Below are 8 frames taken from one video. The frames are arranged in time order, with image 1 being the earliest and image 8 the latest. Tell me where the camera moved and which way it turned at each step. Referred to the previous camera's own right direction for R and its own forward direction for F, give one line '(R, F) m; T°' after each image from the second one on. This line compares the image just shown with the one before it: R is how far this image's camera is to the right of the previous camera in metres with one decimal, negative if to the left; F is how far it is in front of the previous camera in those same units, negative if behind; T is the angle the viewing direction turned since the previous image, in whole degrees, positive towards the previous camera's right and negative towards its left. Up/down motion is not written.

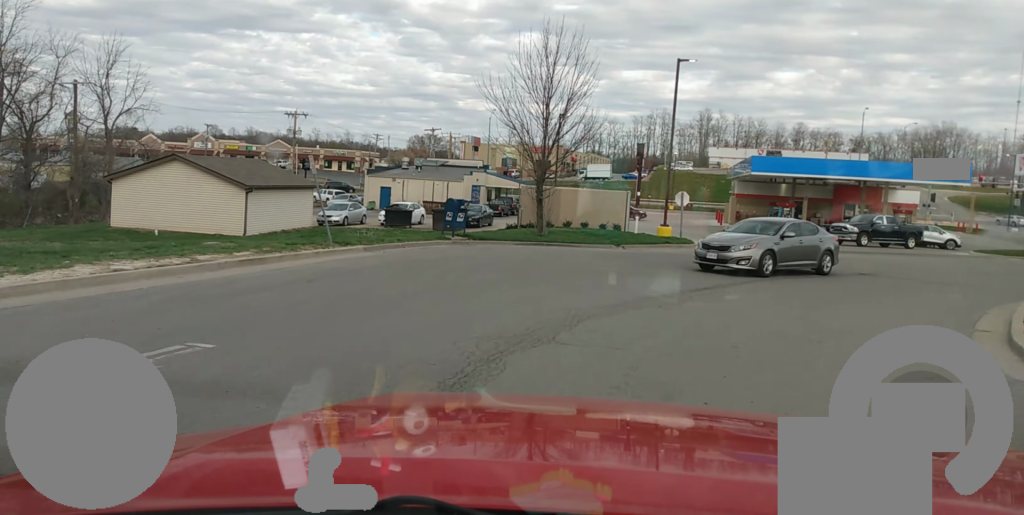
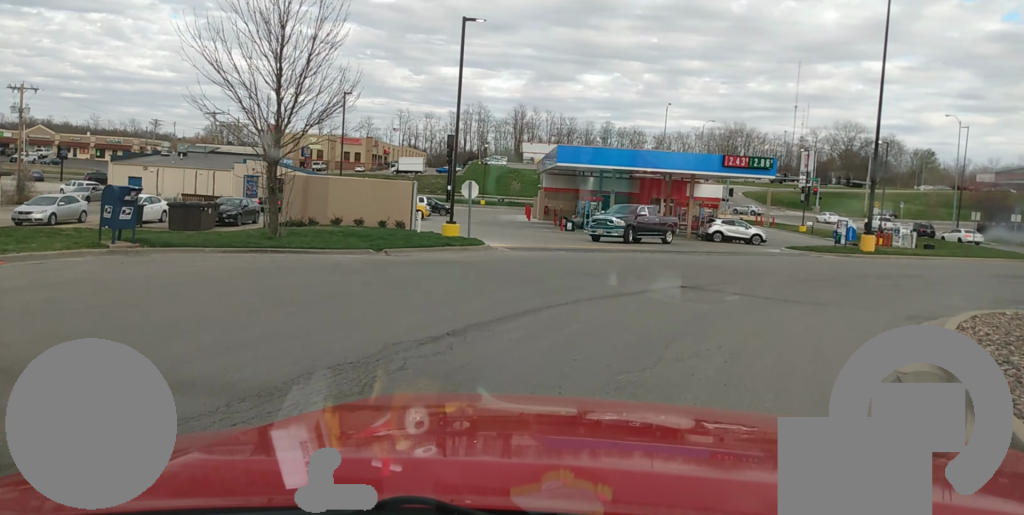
(+1.9, +6.9) m; +24°
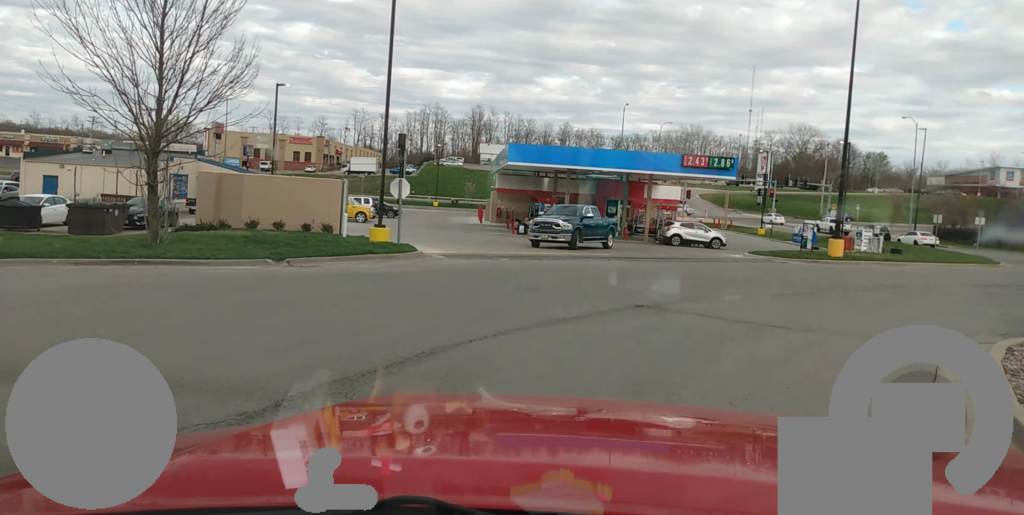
(+0.3, +3.4) m; +4°
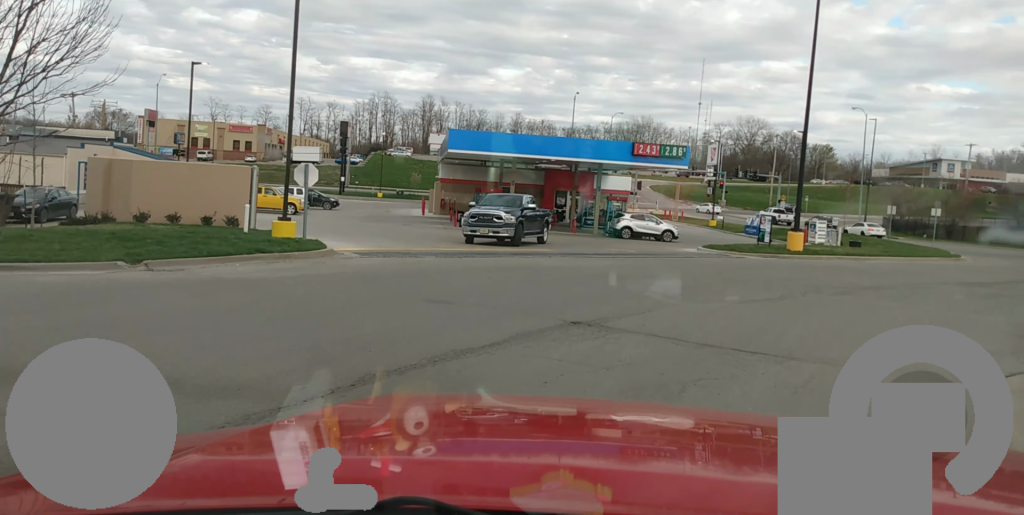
(-0.2, +3.3) m; +1°
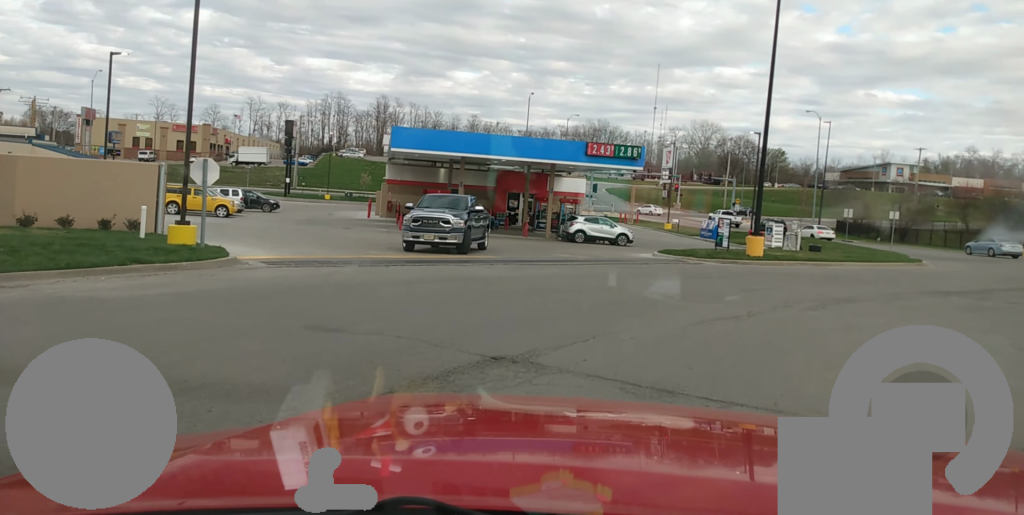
(0.0, +2.3) m; +2°
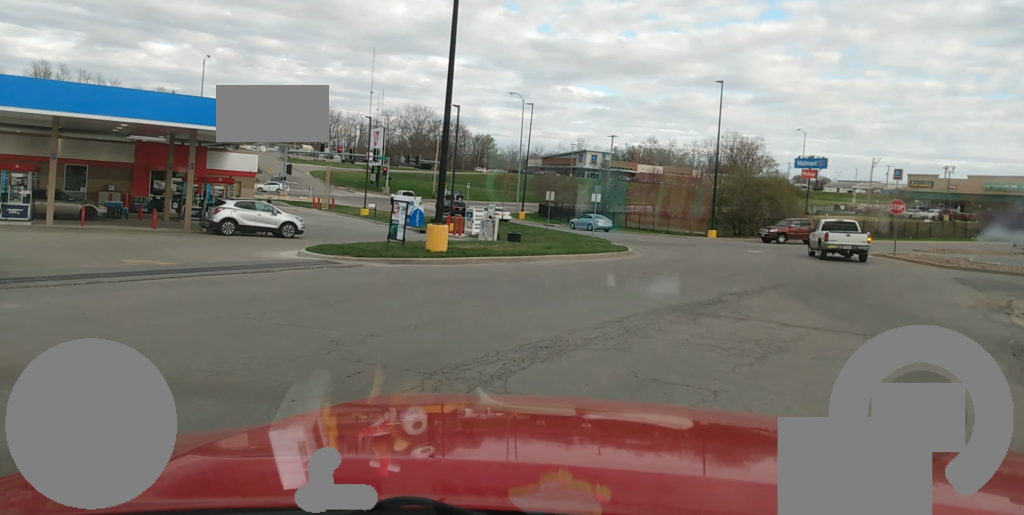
(+1.0, +9.2) m; +13°
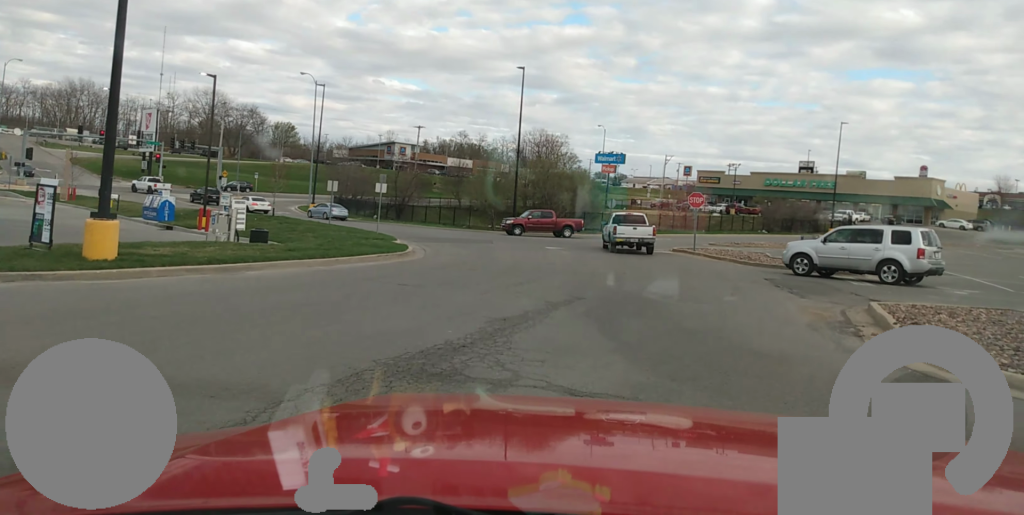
(+0.6, +6.4) m; +9°
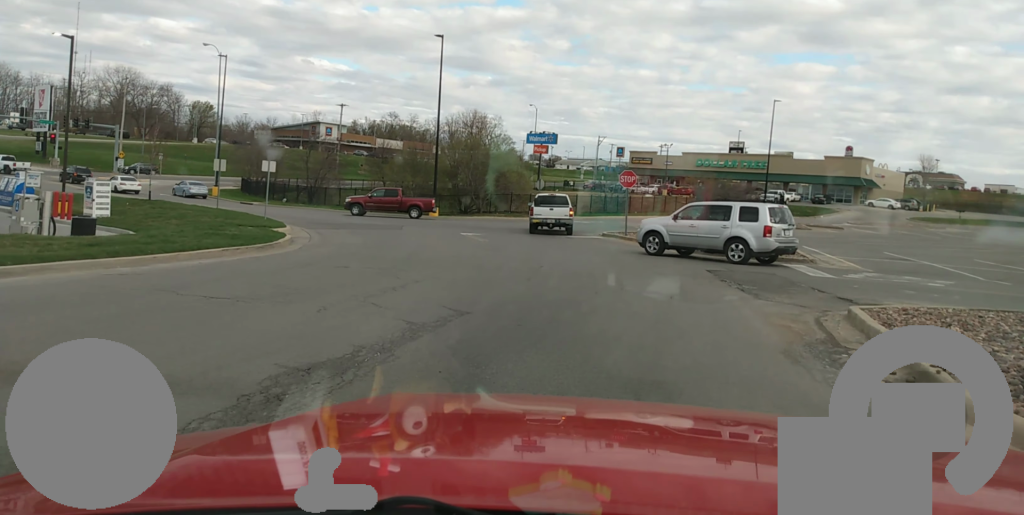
(+0.3, +5.0) m; +3°
